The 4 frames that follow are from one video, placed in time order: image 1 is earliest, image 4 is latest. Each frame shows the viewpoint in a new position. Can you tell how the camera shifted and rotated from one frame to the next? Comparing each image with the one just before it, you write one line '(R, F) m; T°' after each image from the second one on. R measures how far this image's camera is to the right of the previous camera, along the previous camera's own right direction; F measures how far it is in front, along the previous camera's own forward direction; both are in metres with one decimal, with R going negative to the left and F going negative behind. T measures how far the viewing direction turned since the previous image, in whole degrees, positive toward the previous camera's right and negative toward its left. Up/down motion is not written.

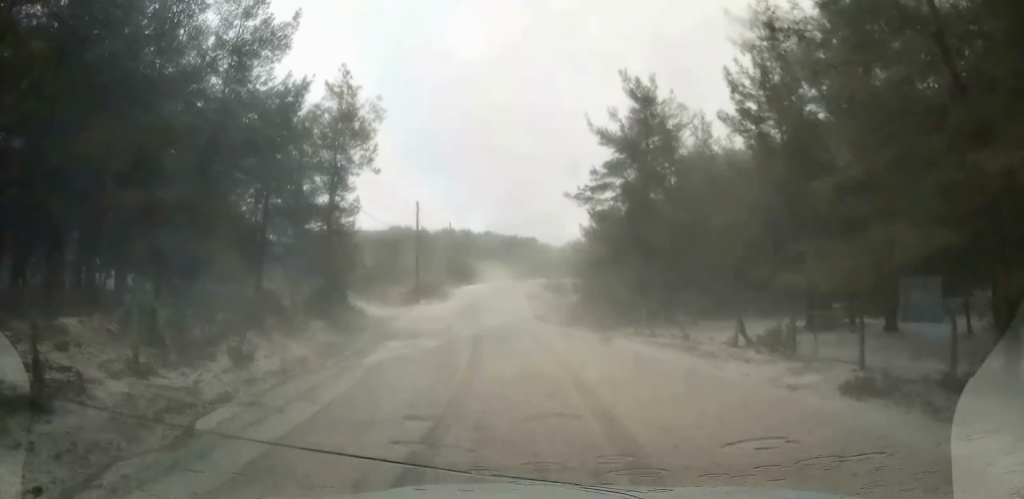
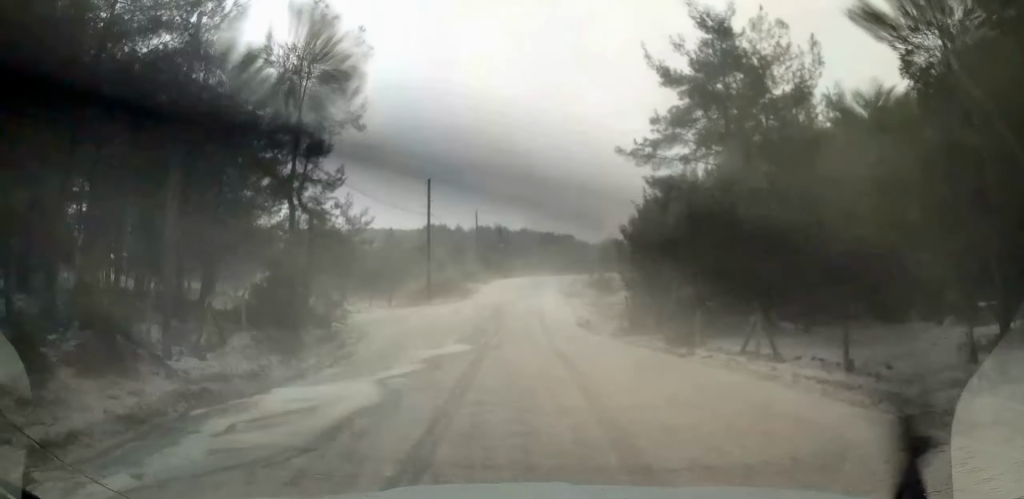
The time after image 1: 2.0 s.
(0.0, +11.8) m; -7°
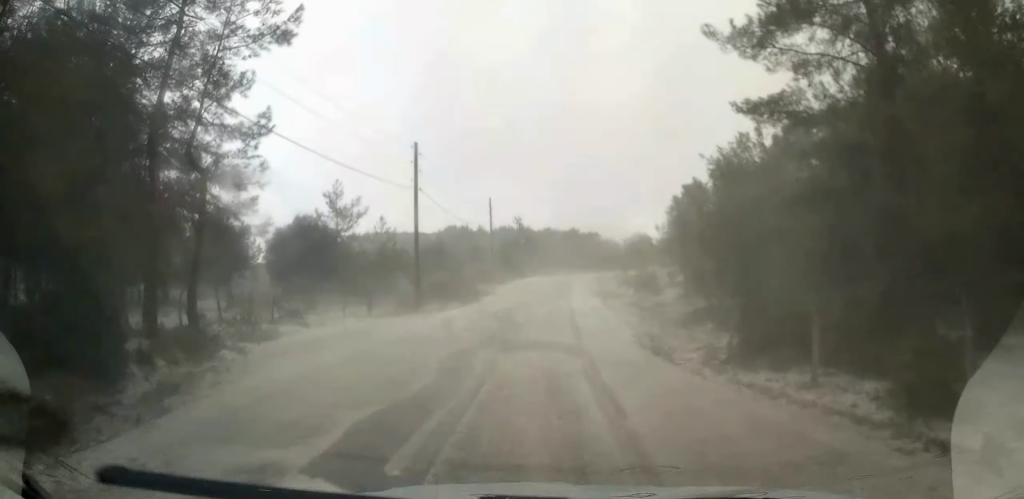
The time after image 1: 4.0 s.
(-1.5, +13.1) m; -6°
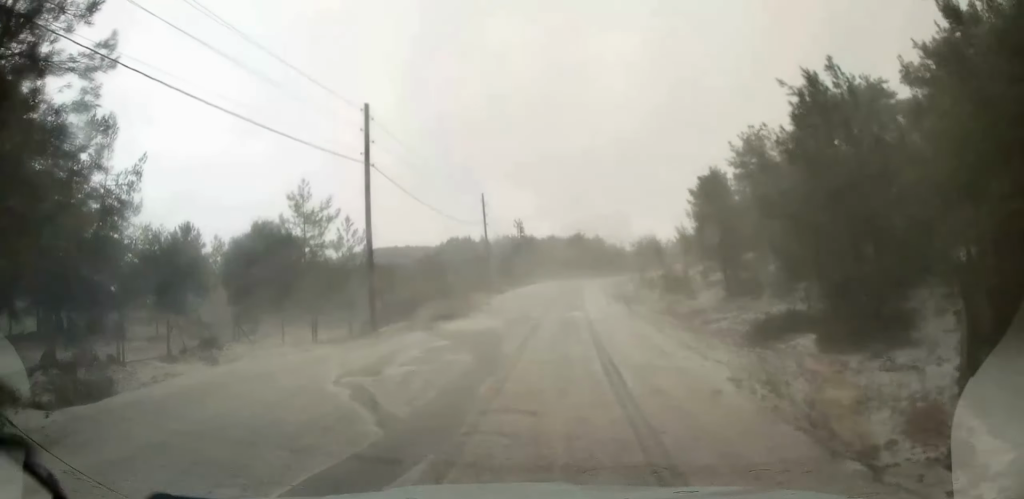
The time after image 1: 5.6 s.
(+0.3, +10.0) m; +1°
